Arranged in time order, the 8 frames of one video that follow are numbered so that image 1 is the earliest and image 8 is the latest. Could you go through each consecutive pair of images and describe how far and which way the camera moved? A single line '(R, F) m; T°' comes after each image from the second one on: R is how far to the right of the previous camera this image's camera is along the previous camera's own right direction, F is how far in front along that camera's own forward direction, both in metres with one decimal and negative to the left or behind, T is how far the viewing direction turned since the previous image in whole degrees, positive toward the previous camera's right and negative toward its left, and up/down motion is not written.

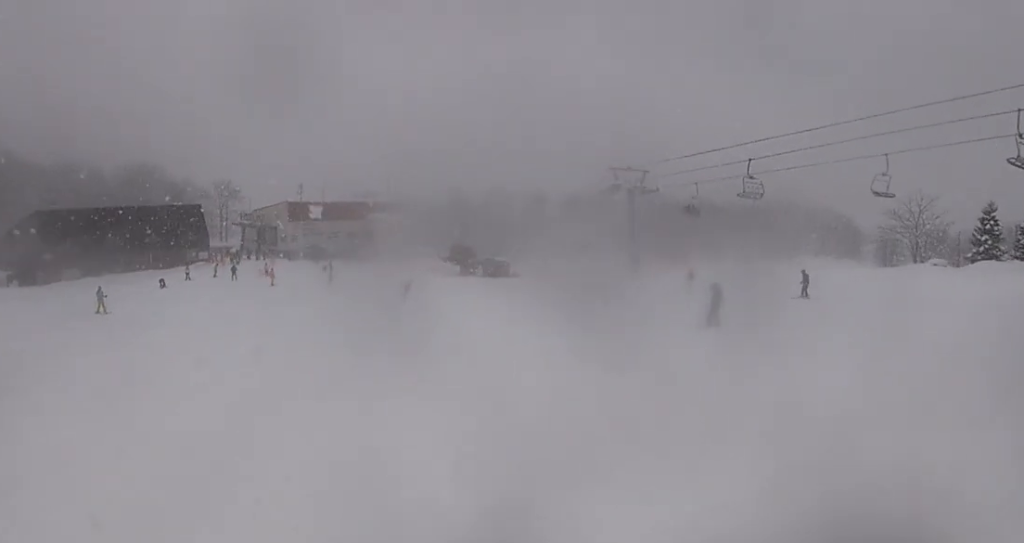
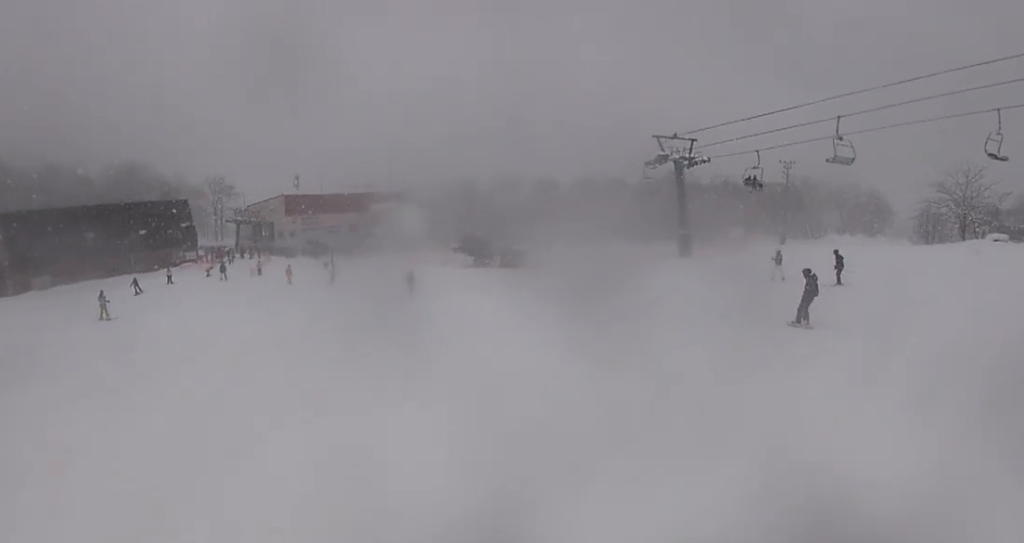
(+0.3, +9.0) m; -1°
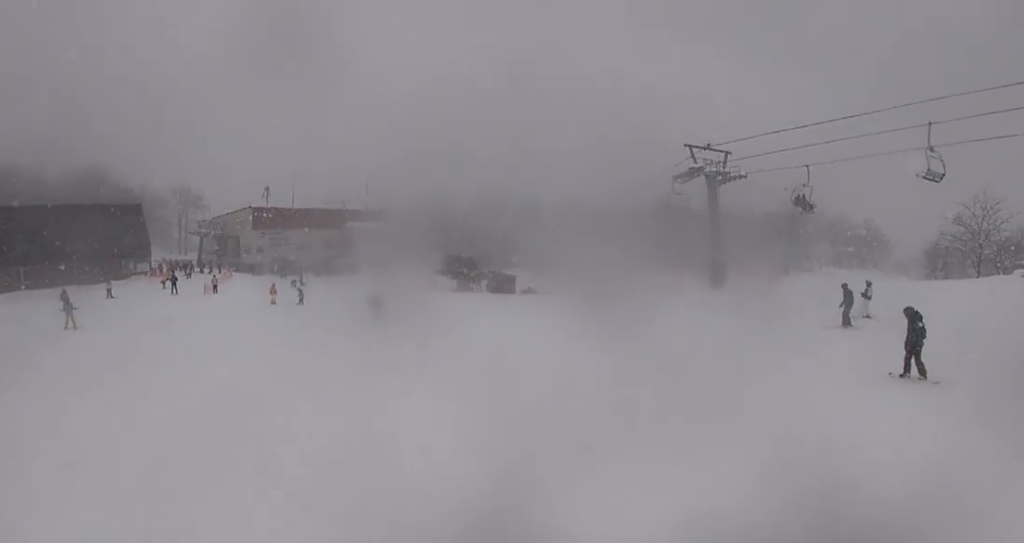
(-0.3, +8.7) m; -3°
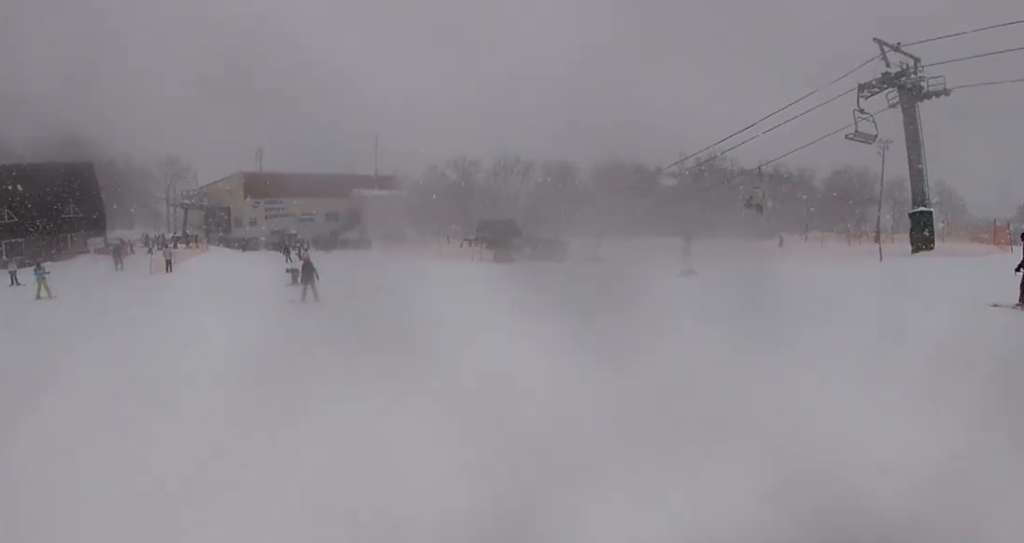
(+0.6, +16.3) m; +6°
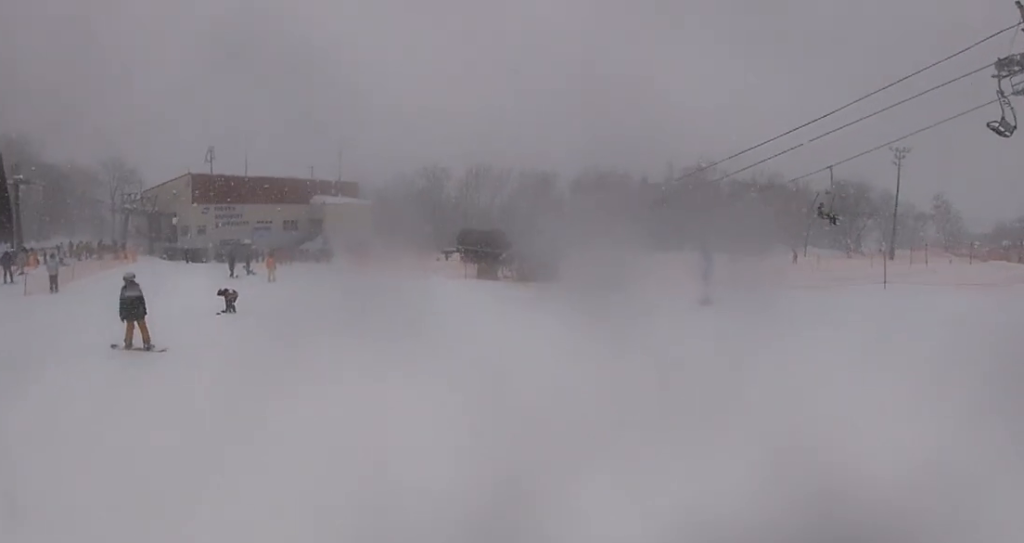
(-0.1, +9.9) m; -2°
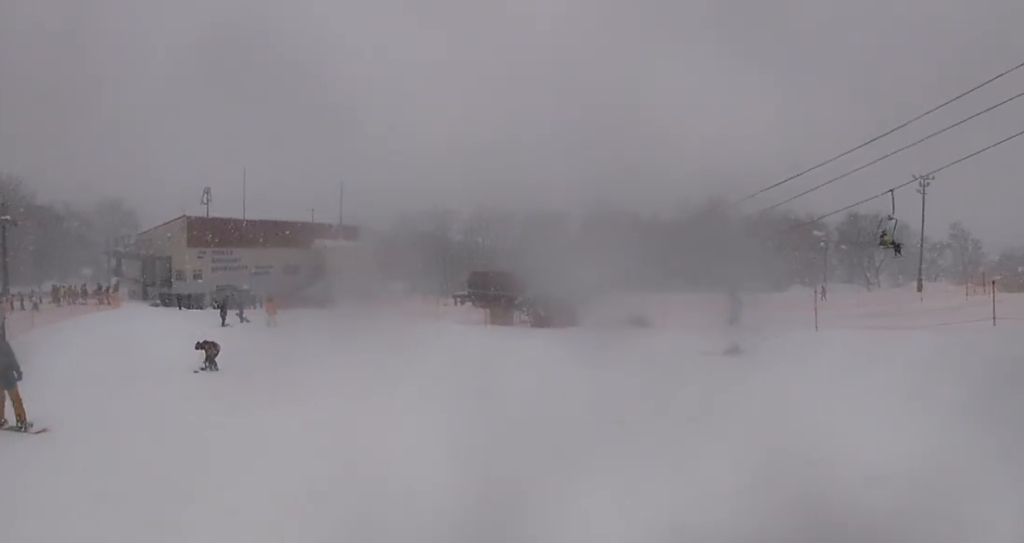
(-0.2, +4.3) m; 0°
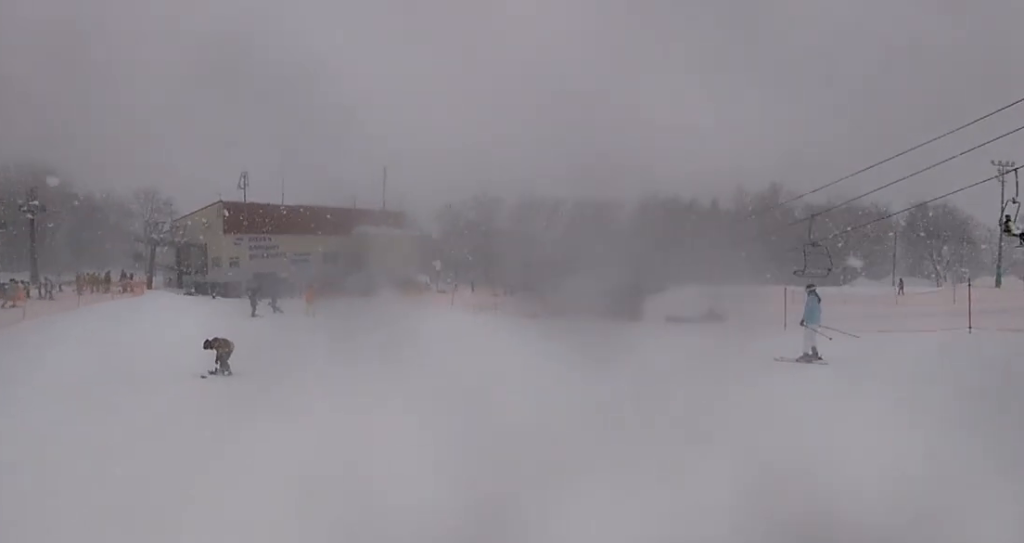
(0.0, +4.2) m; 0°
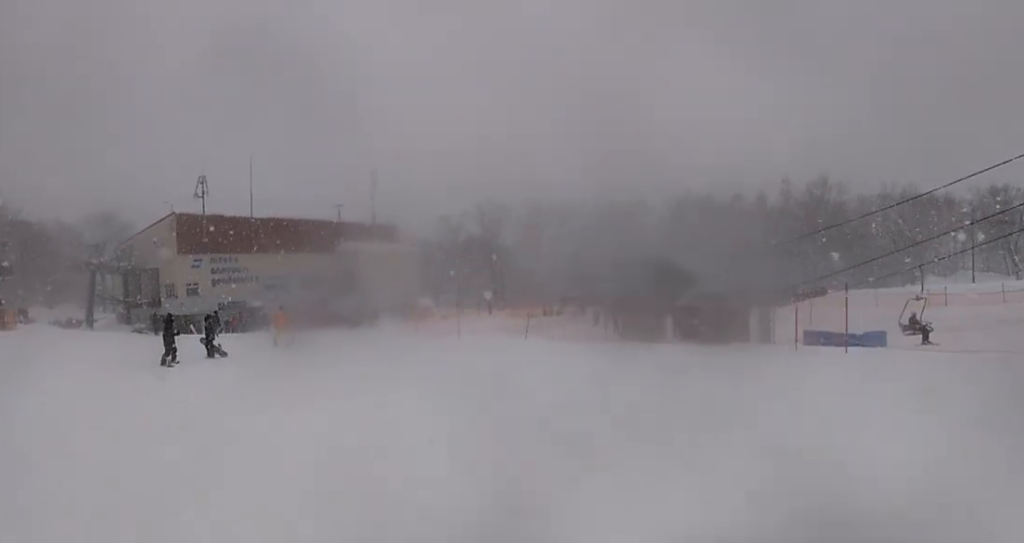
(+0.5, +16.0) m; -1°
